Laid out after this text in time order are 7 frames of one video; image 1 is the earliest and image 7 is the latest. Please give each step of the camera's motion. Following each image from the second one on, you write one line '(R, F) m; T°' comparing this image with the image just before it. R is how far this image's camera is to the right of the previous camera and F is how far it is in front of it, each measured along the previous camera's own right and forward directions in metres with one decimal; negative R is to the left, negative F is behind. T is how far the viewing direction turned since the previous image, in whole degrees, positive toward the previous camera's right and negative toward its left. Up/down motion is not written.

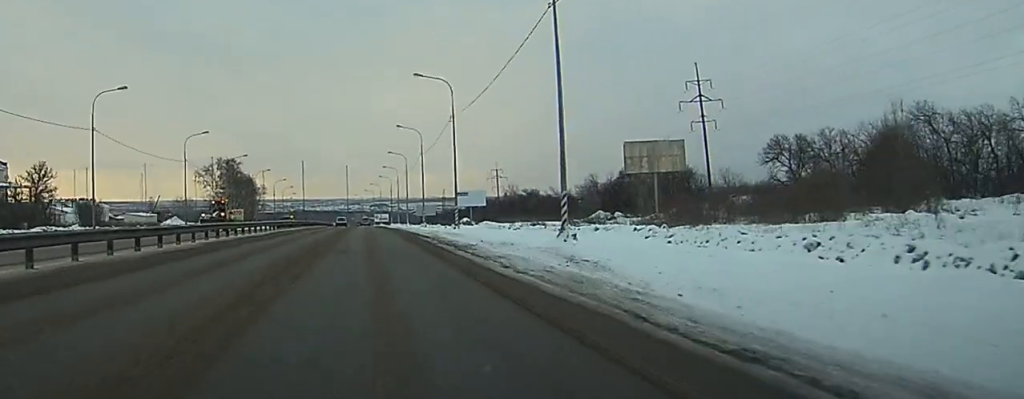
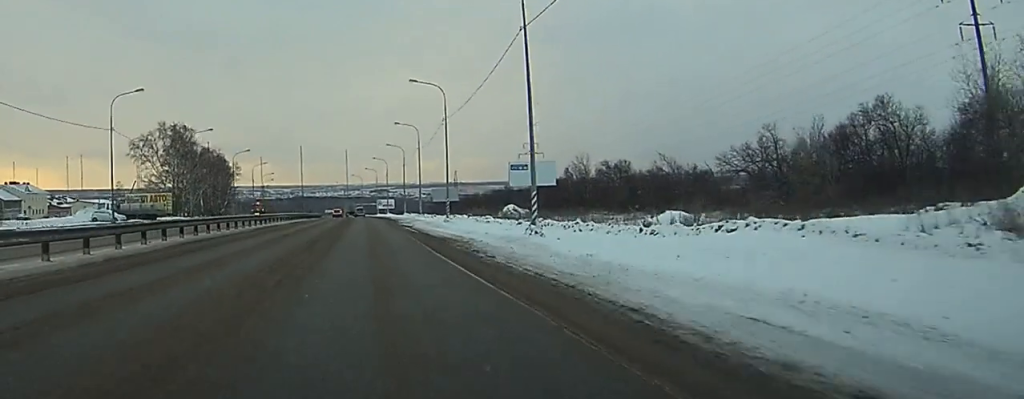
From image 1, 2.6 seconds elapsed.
(0.0, +64.7) m; 0°
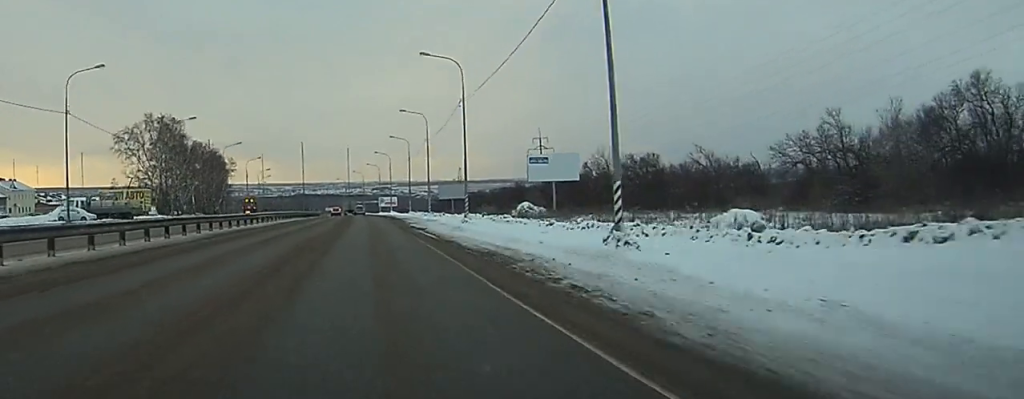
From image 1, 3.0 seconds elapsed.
(0.0, +11.6) m; 0°
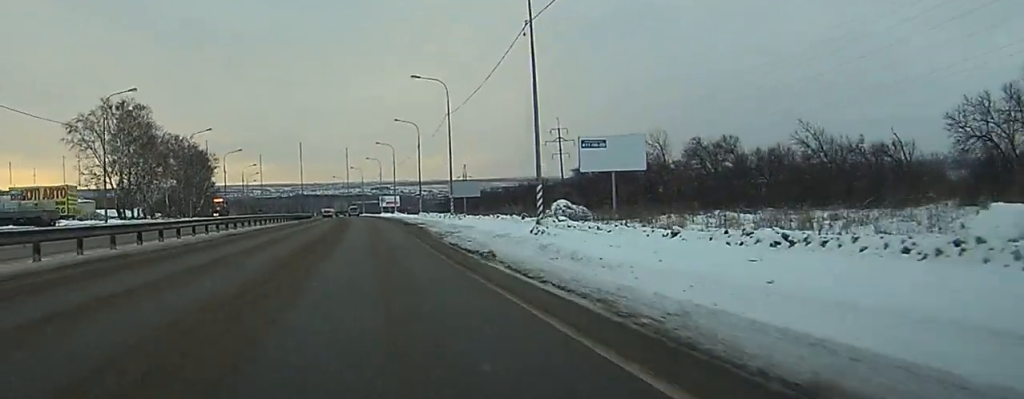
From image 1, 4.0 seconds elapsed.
(0.0, +24.8) m; 0°
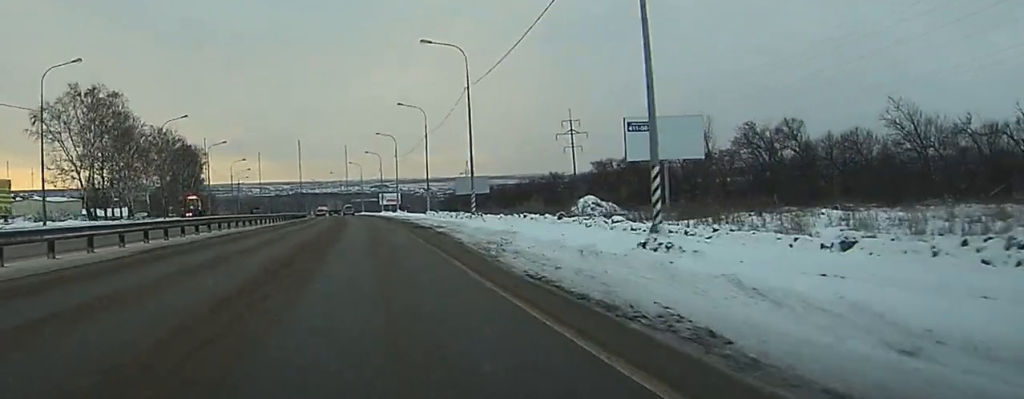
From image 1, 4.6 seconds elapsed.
(0.0, +14.0) m; 0°
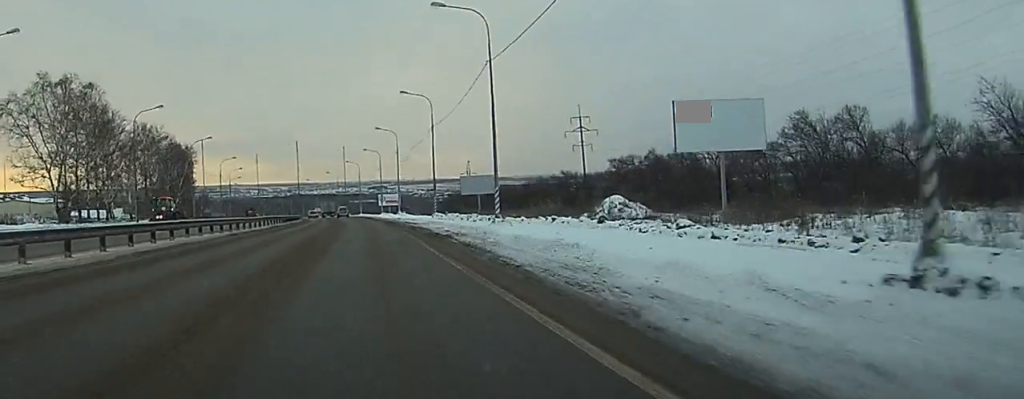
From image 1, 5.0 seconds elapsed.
(0.0, +10.6) m; 0°
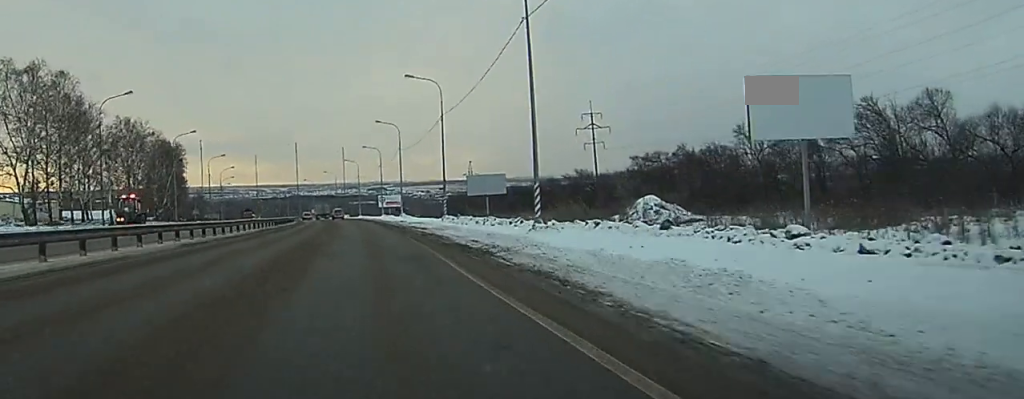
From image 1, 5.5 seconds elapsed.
(0.0, +10.7) m; 0°
